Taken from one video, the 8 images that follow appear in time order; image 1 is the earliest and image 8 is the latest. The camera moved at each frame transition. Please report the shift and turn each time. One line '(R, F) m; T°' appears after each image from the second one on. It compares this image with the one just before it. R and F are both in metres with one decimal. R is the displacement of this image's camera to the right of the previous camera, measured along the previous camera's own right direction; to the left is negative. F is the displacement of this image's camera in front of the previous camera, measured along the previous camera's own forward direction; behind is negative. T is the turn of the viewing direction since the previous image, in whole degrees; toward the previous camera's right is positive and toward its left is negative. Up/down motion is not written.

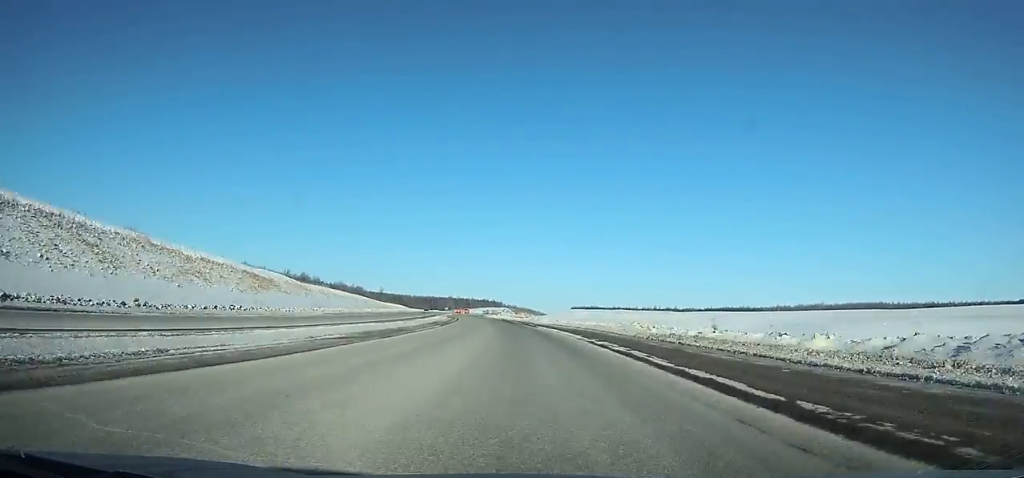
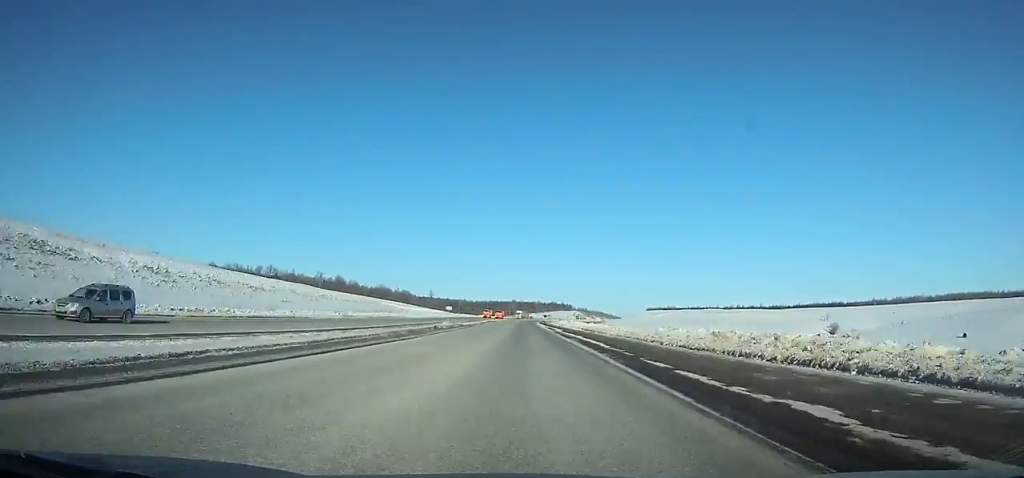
(-6.0, +100.4) m; -6°
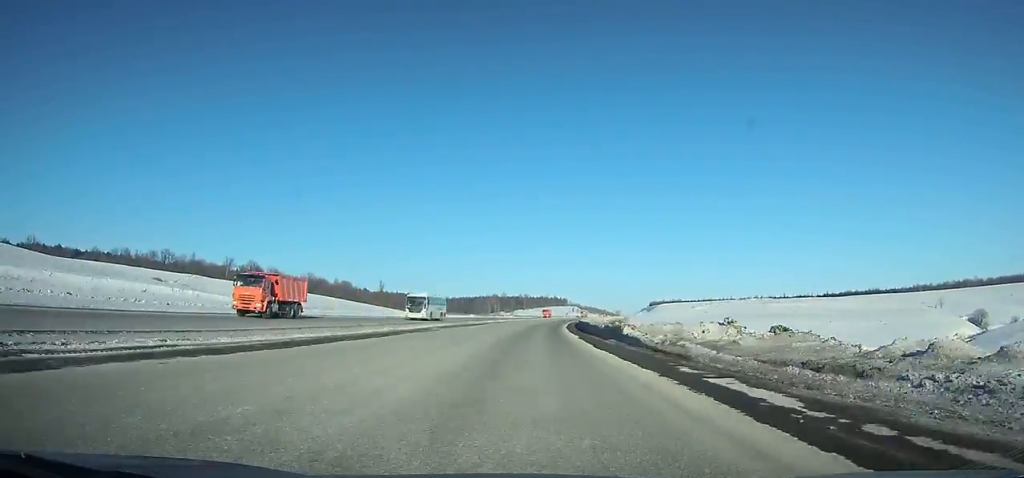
(-4.7, +162.8) m; 0°
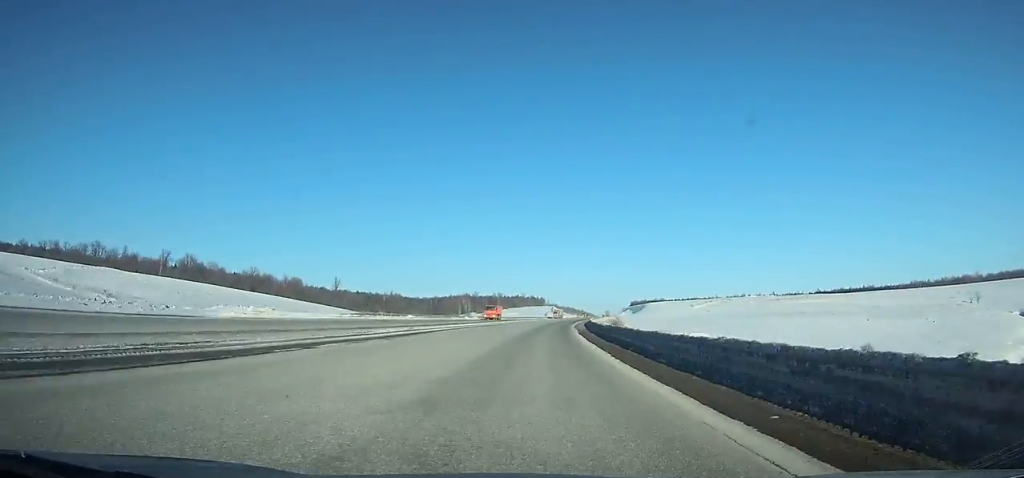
(-0.3, +55.4) m; +2°
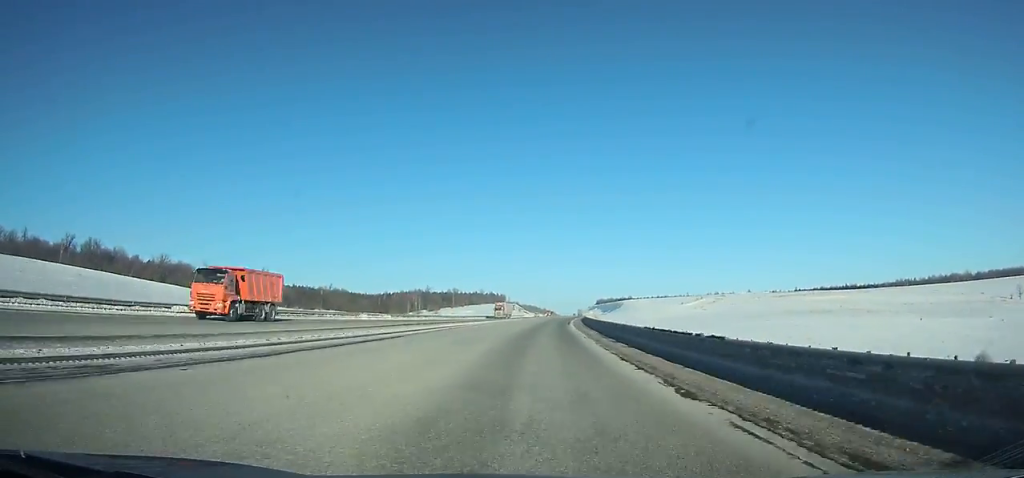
(+2.6, +59.7) m; +3°
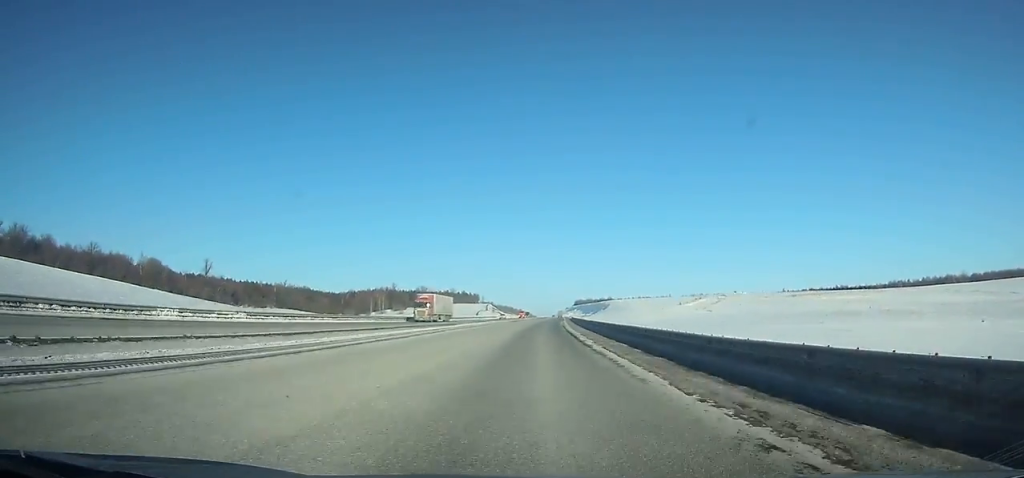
(+0.4, +41.9) m; +2°
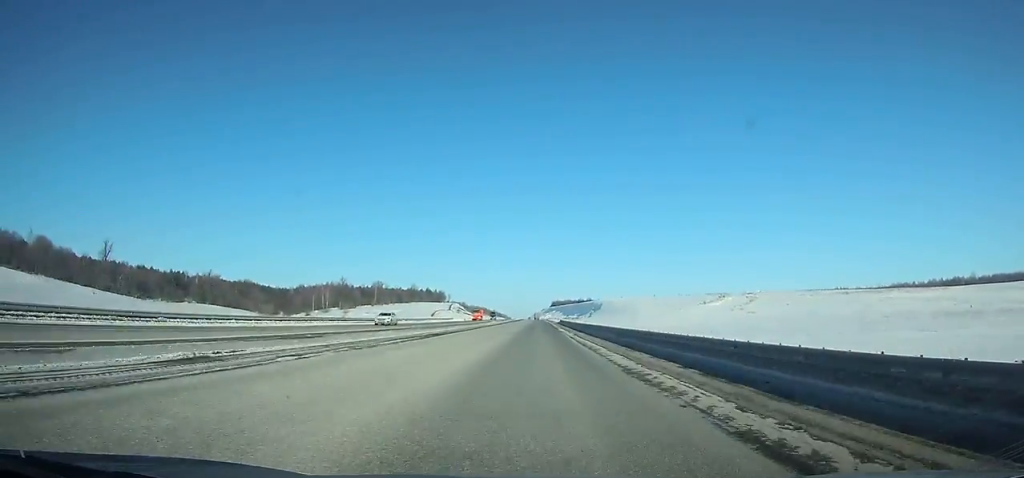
(+2.2, +66.2) m; +2°
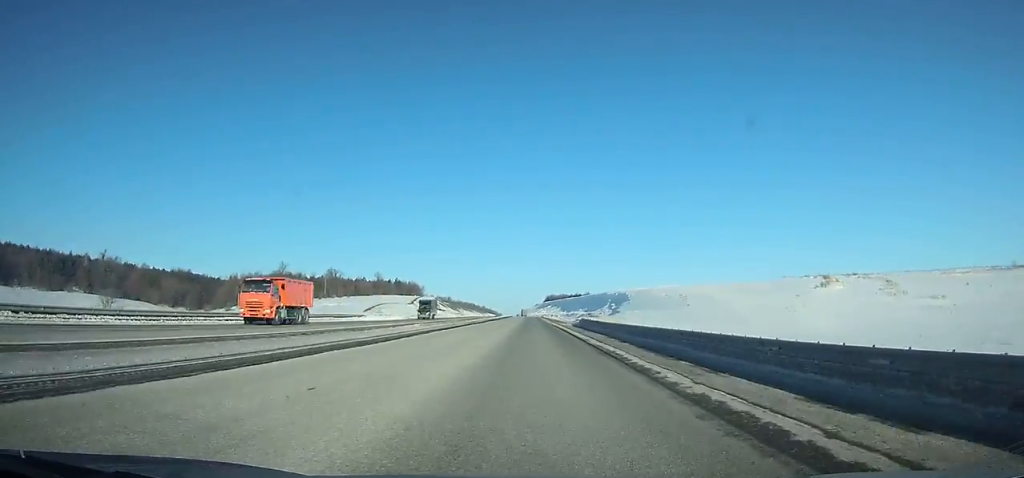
(+1.4, +79.7) m; +1°
